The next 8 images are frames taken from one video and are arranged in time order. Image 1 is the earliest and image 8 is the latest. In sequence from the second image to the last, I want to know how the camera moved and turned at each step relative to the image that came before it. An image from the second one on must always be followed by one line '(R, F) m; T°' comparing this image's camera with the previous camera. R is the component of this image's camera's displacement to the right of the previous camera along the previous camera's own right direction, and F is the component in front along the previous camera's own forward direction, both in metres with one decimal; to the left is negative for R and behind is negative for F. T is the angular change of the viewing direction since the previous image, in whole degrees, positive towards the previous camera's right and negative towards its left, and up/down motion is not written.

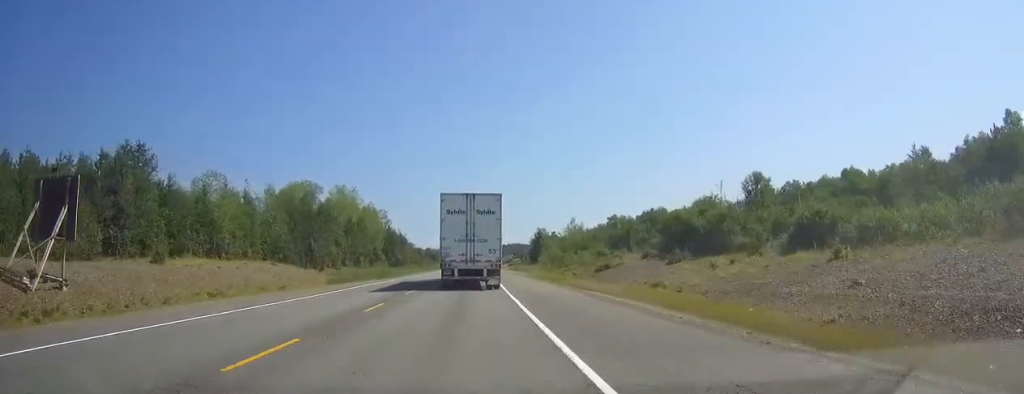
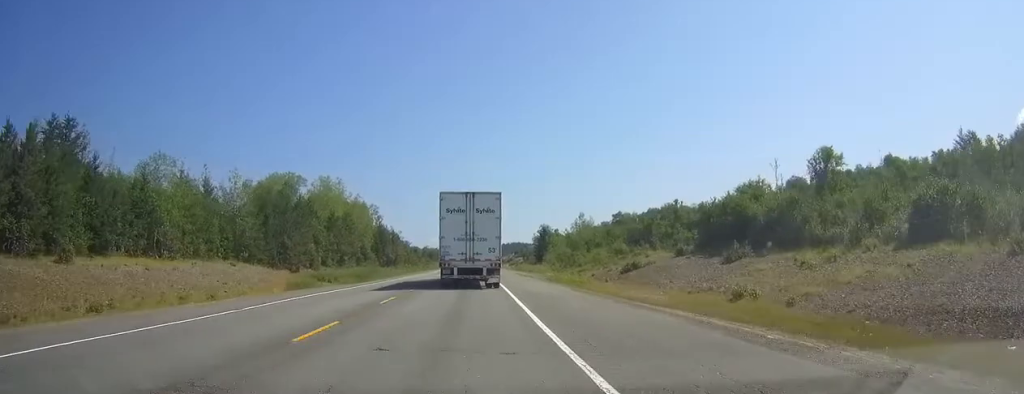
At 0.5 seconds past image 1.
(+0.1, +14.6) m; 0°
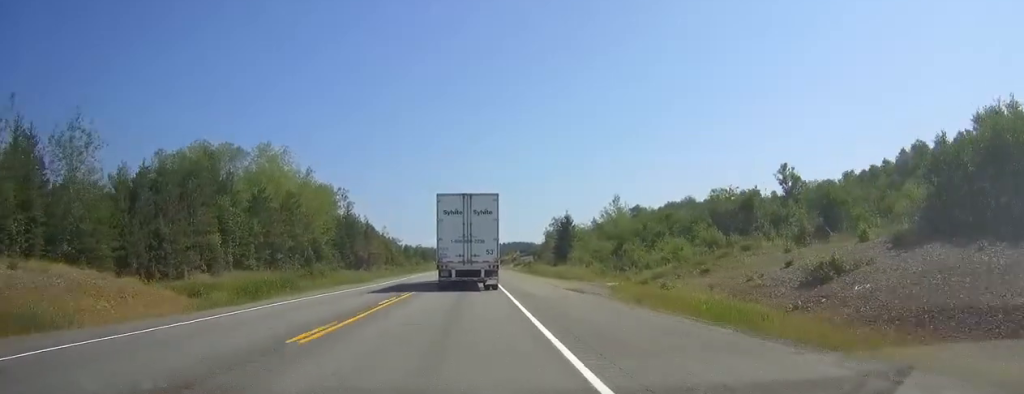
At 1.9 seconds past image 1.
(0.0, +38.5) m; 0°
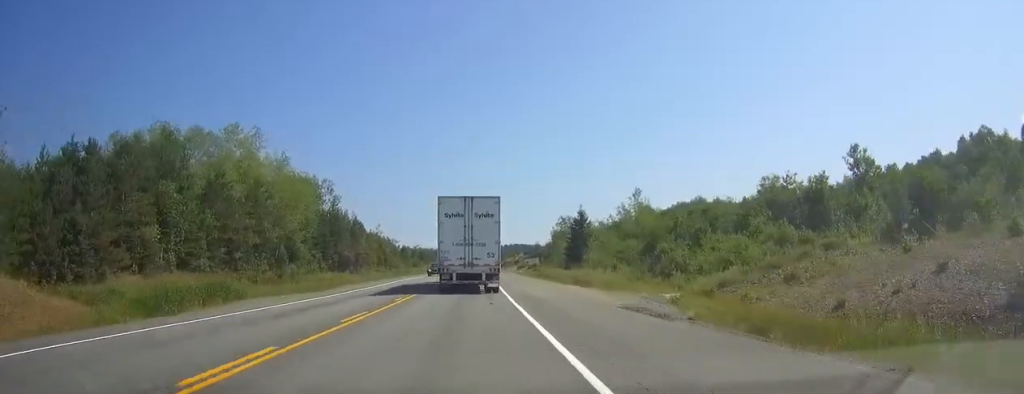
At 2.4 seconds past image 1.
(0.0, +13.8) m; 0°
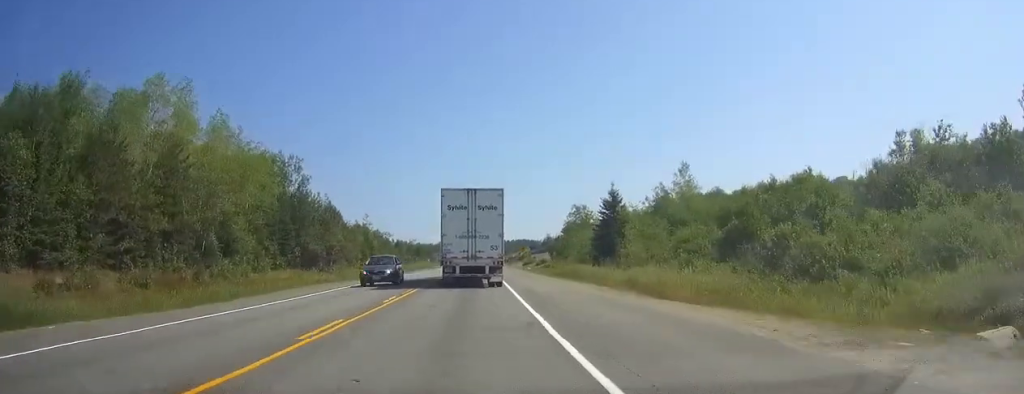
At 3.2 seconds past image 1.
(0.0, +22.0) m; 0°
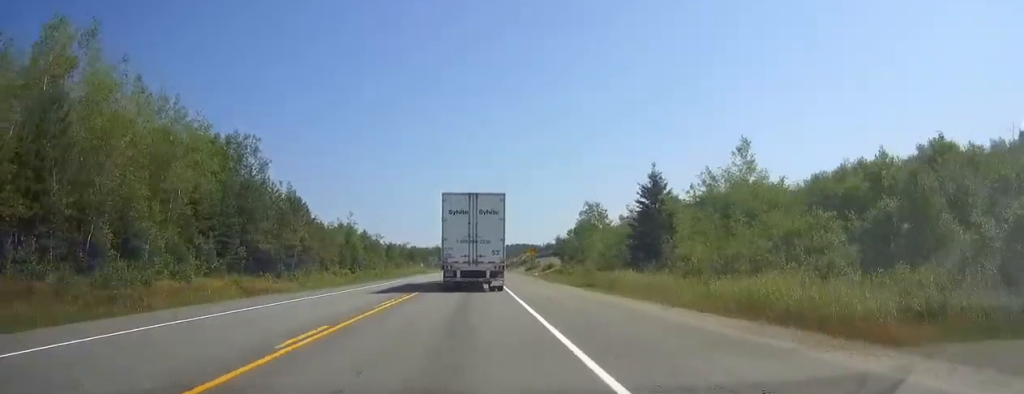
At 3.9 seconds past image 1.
(0.0, +18.4) m; 0°
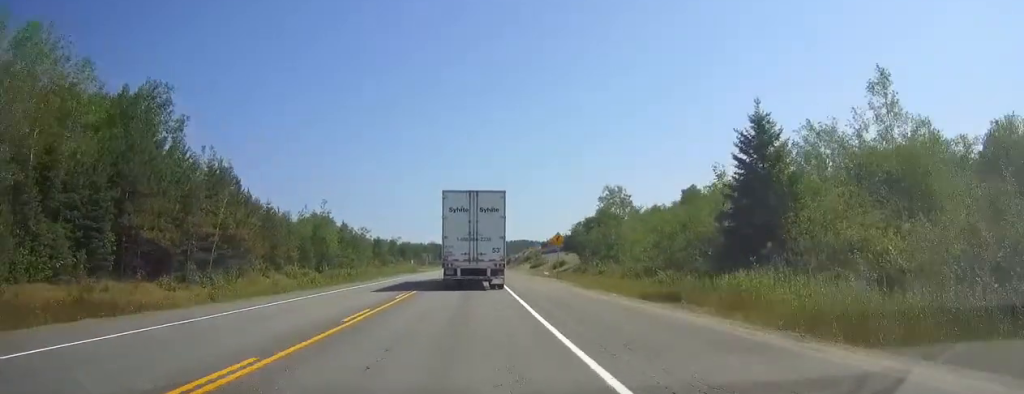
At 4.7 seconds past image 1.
(+0.1, +22.9) m; 0°
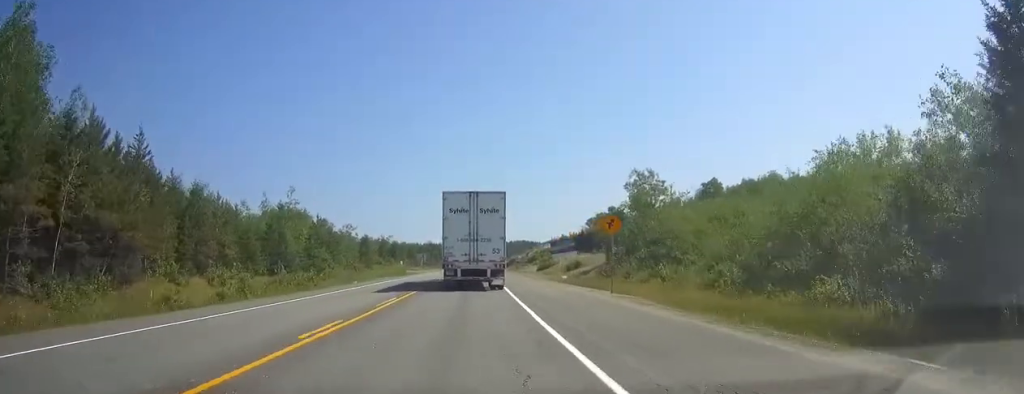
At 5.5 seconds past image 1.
(0.0, +21.0) m; 0°
